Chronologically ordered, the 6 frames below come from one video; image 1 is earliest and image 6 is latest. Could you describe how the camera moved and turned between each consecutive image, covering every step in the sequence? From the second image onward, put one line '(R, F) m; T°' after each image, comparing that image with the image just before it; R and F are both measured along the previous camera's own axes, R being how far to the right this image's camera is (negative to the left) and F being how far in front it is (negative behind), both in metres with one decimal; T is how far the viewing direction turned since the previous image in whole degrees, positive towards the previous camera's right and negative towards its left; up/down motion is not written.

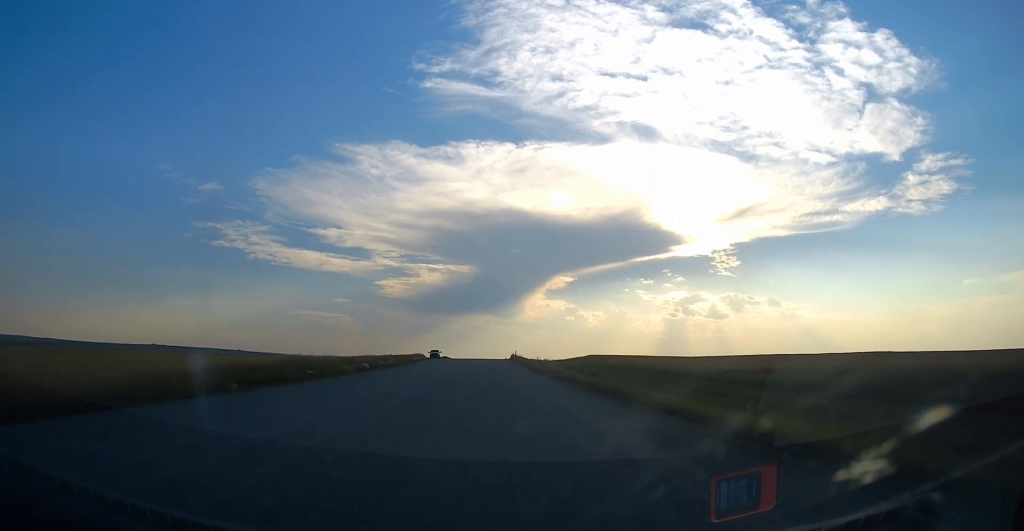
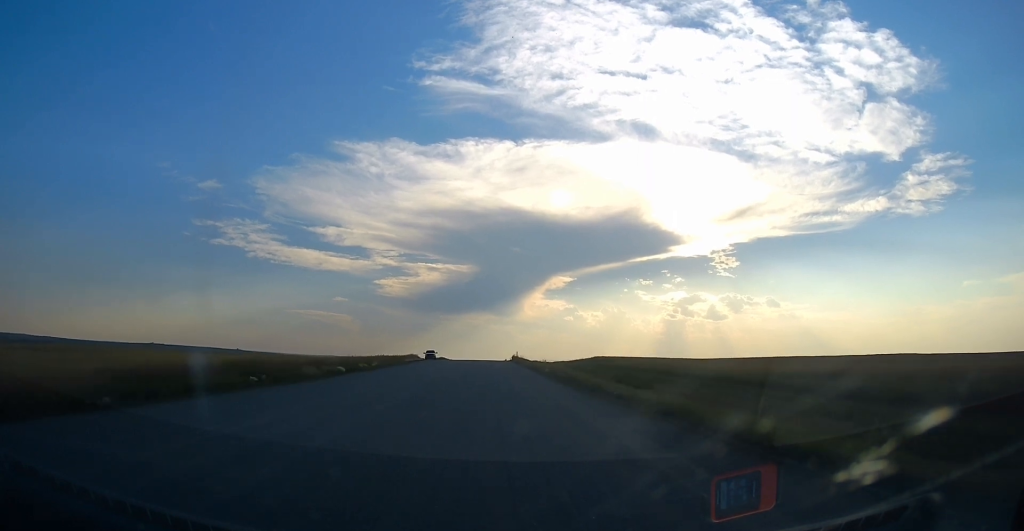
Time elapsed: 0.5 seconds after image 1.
(0.0, +8.2) m; 0°
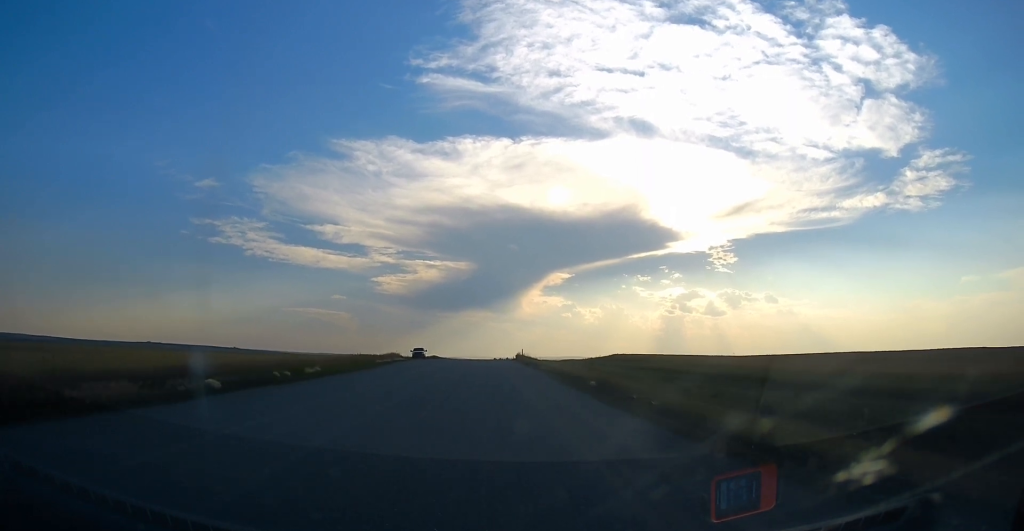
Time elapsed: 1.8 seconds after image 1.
(0.0, +19.4) m; 0°
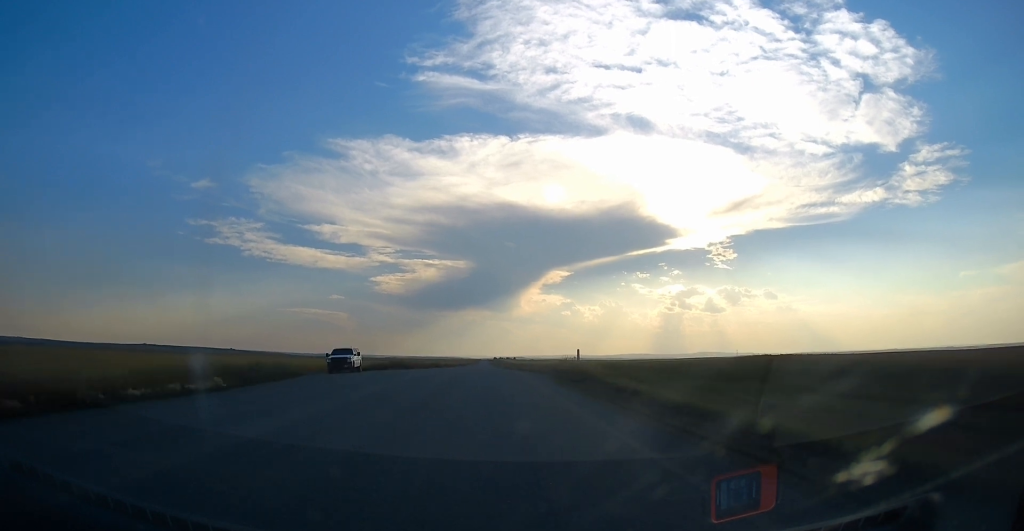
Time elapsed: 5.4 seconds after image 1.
(+0.9, +55.2) m; +2°
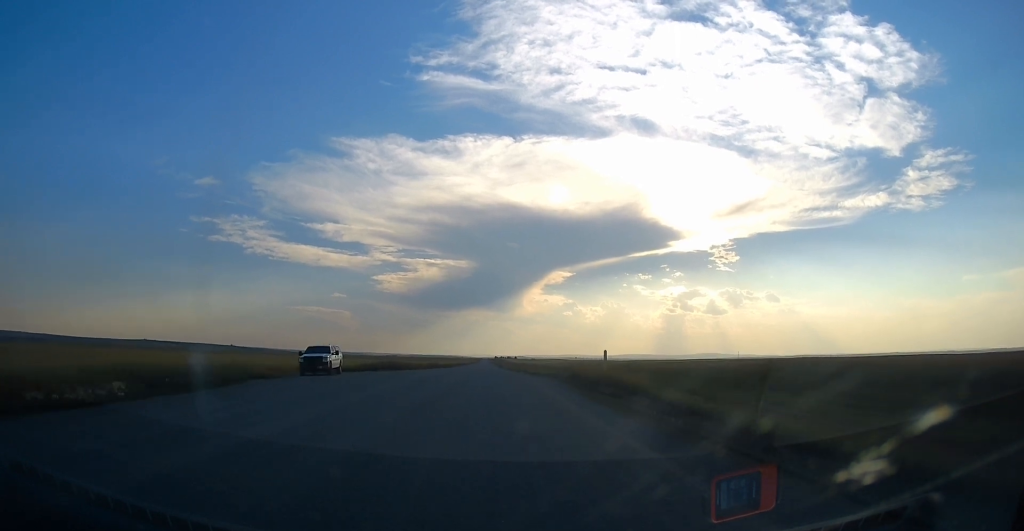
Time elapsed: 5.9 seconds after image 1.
(-0.2, +7.7) m; -1°
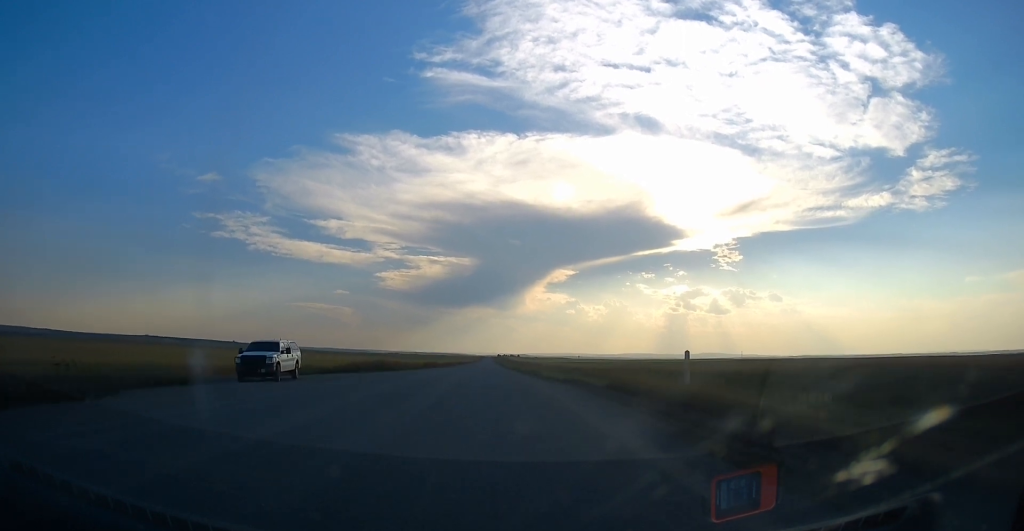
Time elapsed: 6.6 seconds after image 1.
(-0.1, +11.3) m; -1°
